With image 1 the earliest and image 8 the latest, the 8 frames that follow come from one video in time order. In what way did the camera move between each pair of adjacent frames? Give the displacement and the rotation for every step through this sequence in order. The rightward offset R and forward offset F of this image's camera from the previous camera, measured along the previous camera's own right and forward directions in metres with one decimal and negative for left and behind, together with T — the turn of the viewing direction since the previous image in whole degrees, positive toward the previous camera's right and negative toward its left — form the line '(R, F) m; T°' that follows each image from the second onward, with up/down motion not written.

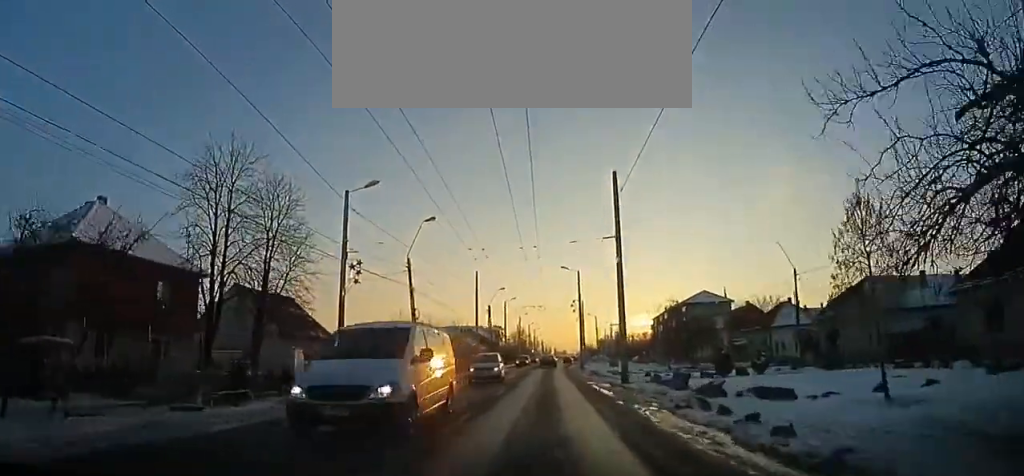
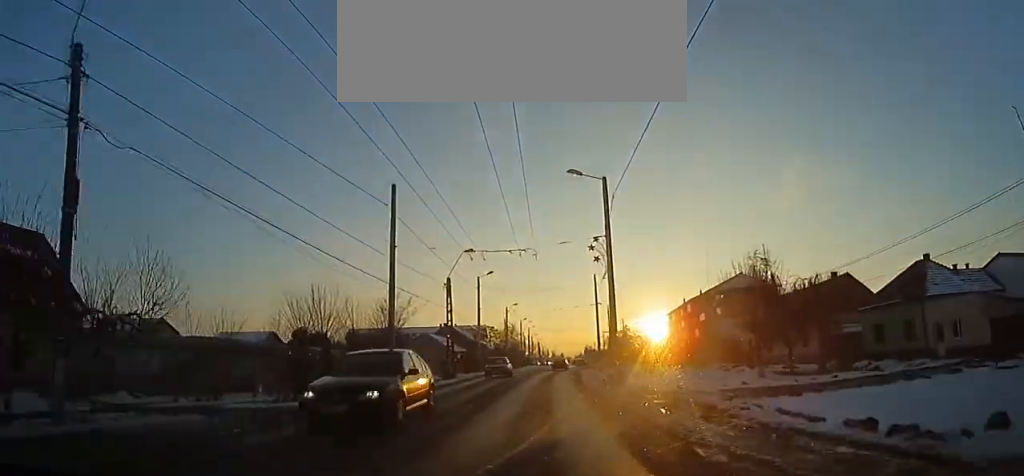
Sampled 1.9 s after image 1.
(-0.5, +26.3) m; 0°
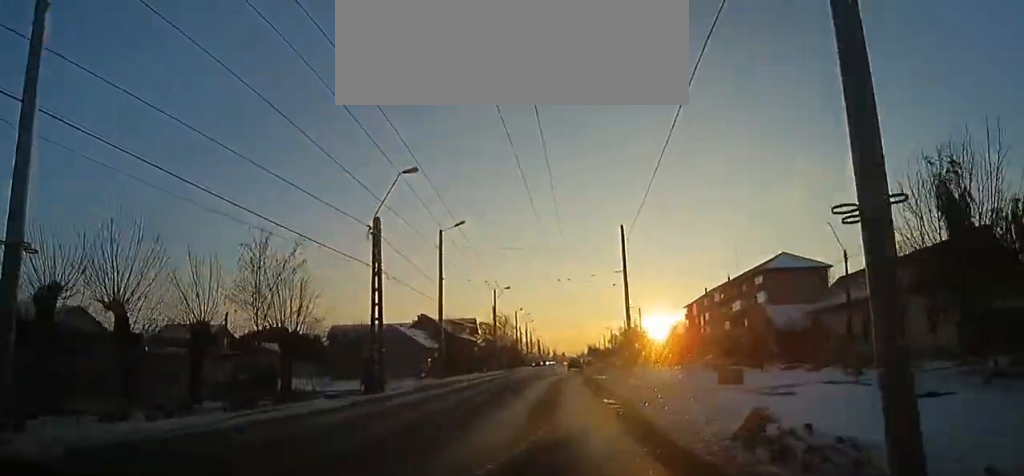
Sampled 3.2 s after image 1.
(+0.5, +18.8) m; 0°
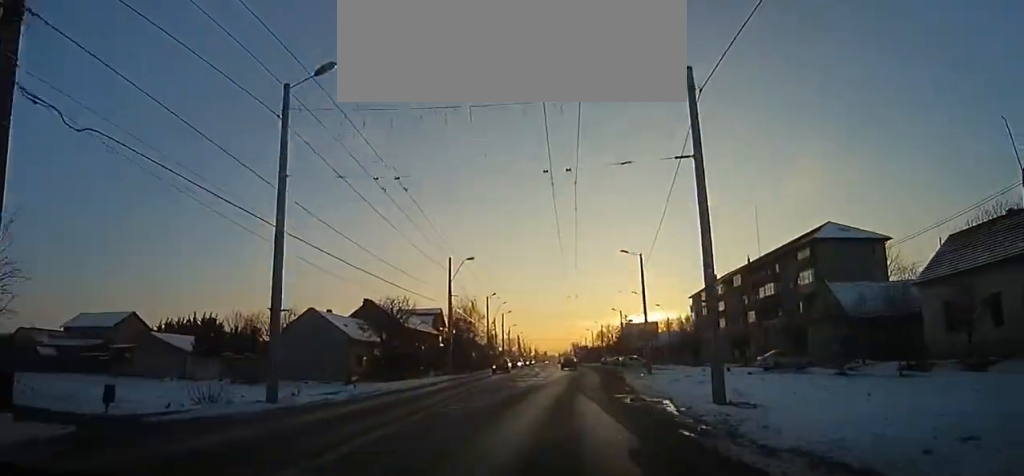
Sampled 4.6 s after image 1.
(-0.3, +19.1) m; +1°
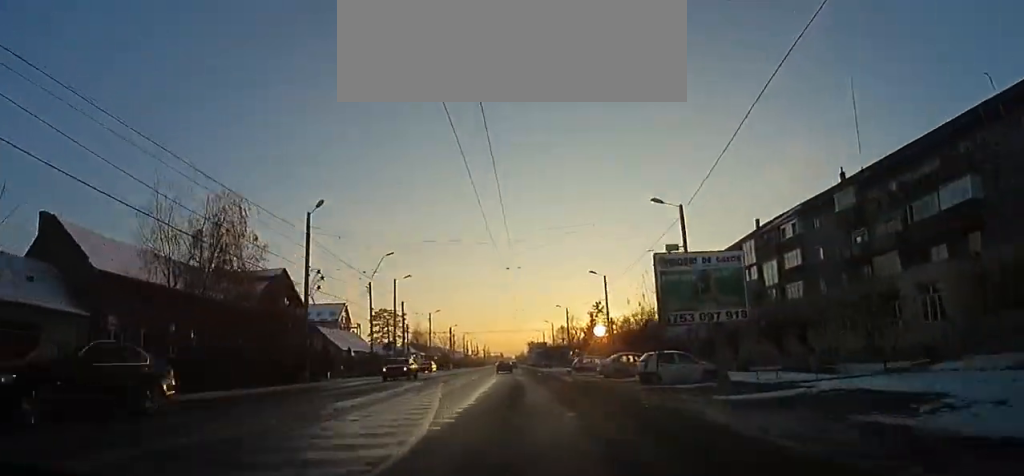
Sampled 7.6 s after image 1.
(+1.7, +41.3) m; +5°
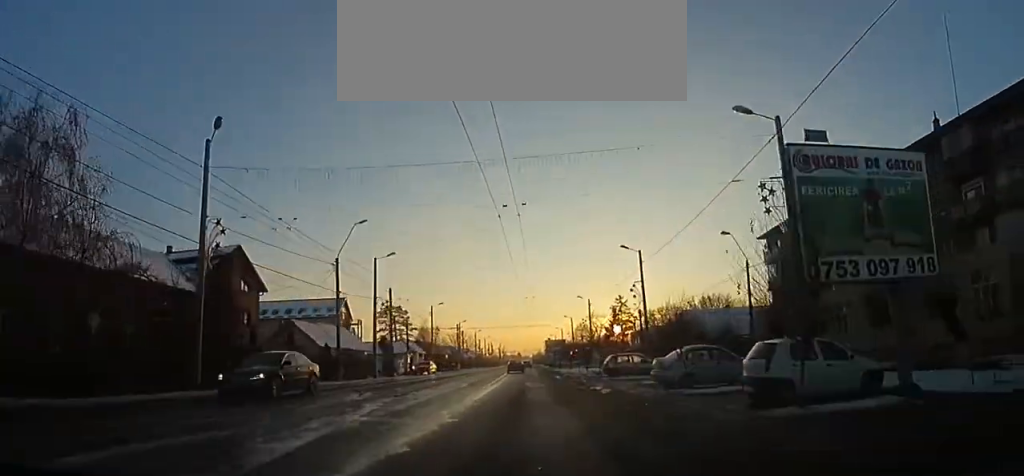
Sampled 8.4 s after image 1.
(0.0, +11.0) m; 0°
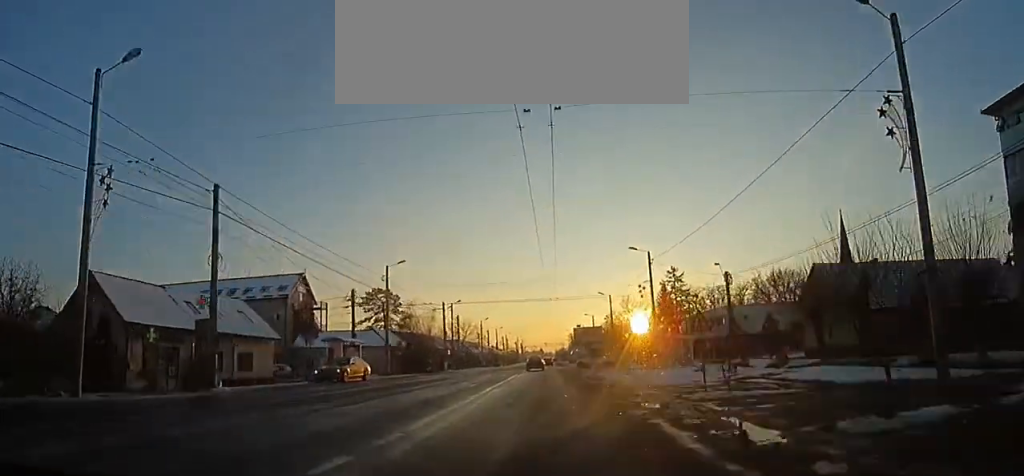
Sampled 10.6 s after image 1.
(0.0, +30.0) m; -2°
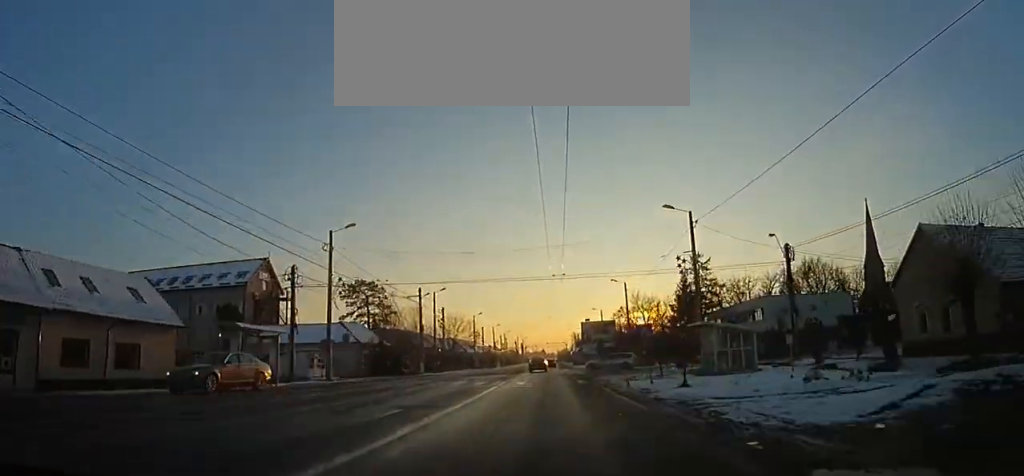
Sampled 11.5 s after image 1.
(+0.4, +12.7) m; -2°
